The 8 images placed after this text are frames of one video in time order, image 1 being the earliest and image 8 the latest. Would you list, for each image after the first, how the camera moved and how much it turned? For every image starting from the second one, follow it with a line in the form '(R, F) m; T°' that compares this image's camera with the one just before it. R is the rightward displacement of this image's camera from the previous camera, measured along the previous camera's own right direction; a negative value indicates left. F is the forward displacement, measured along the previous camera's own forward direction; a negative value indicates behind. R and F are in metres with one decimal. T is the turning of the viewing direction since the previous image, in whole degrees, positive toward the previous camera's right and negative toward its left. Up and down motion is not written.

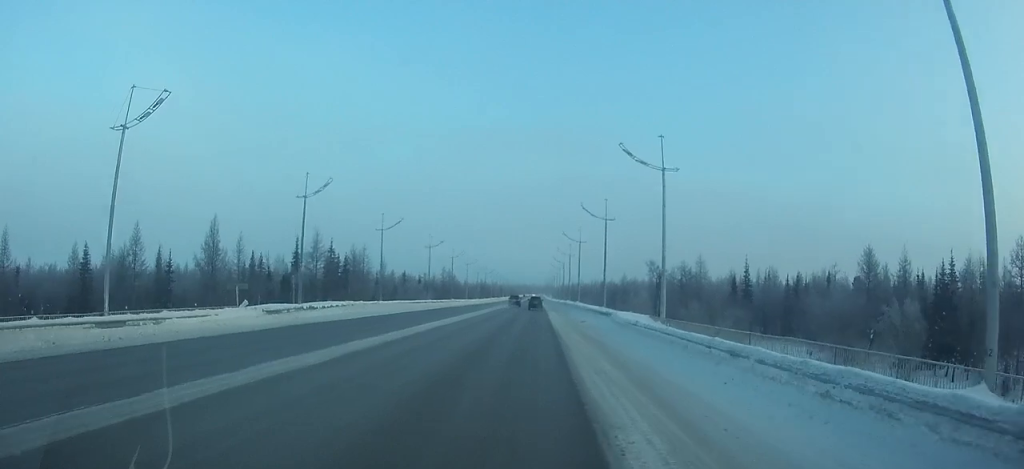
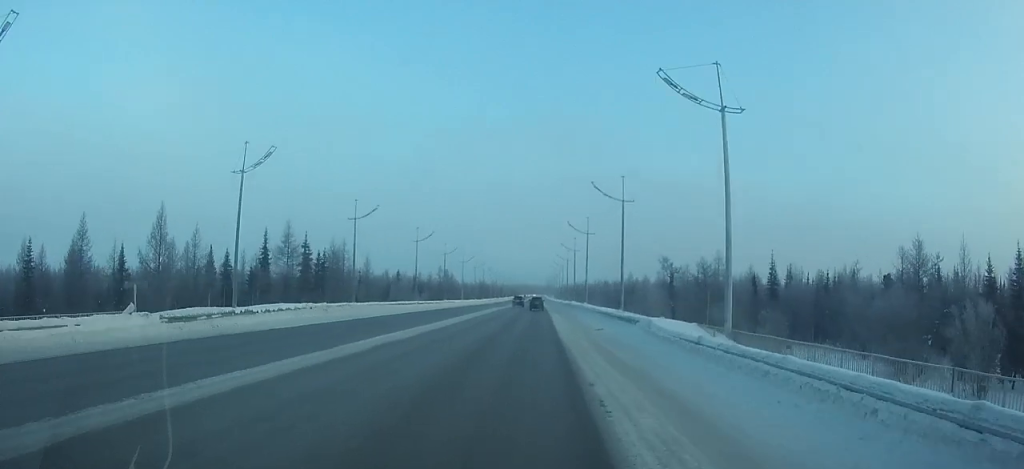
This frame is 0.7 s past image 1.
(0.0, +11.3) m; 0°
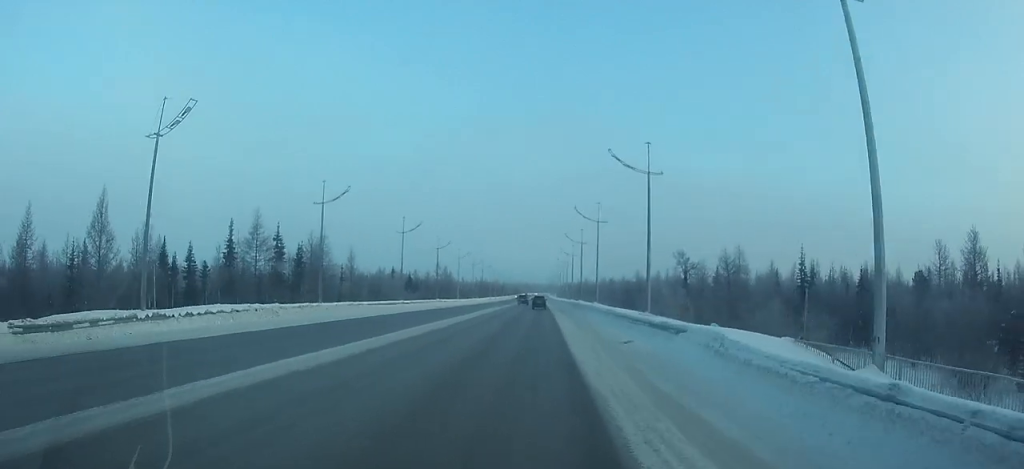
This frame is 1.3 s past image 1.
(0.0, +10.2) m; 0°
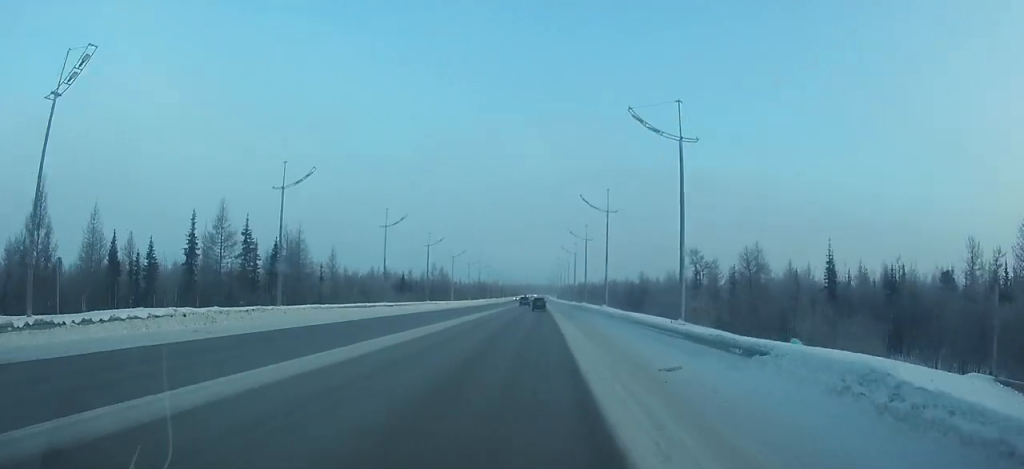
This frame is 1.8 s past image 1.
(0.0, +8.5) m; 0°
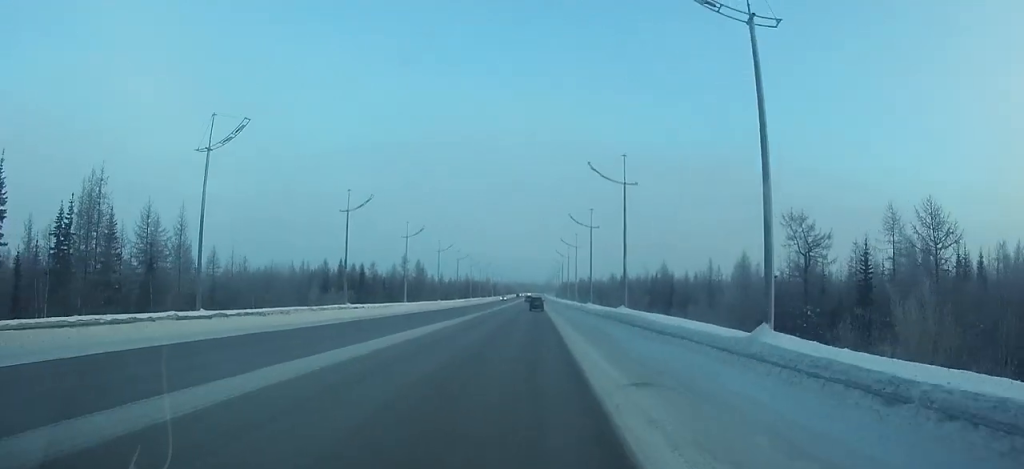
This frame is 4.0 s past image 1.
(+0.2, +37.6) m; 0°
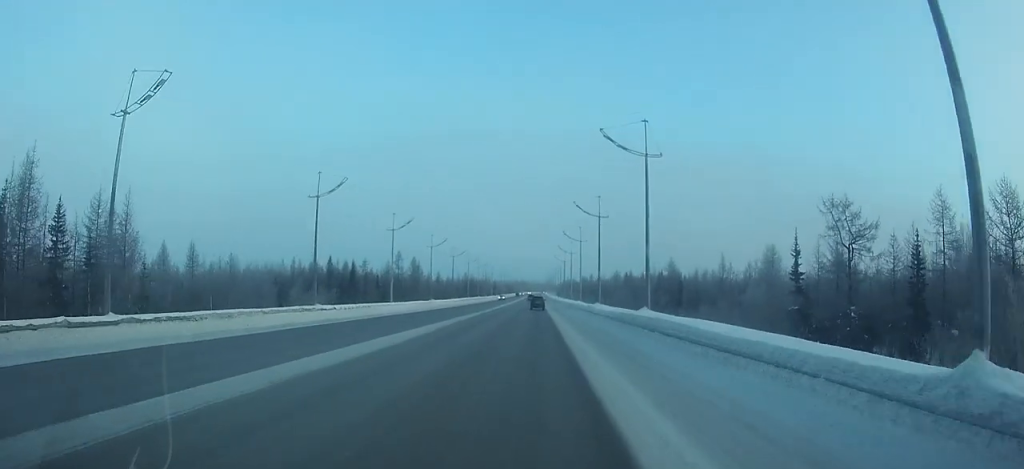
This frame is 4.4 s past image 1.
(0.0, +8.0) m; 0°
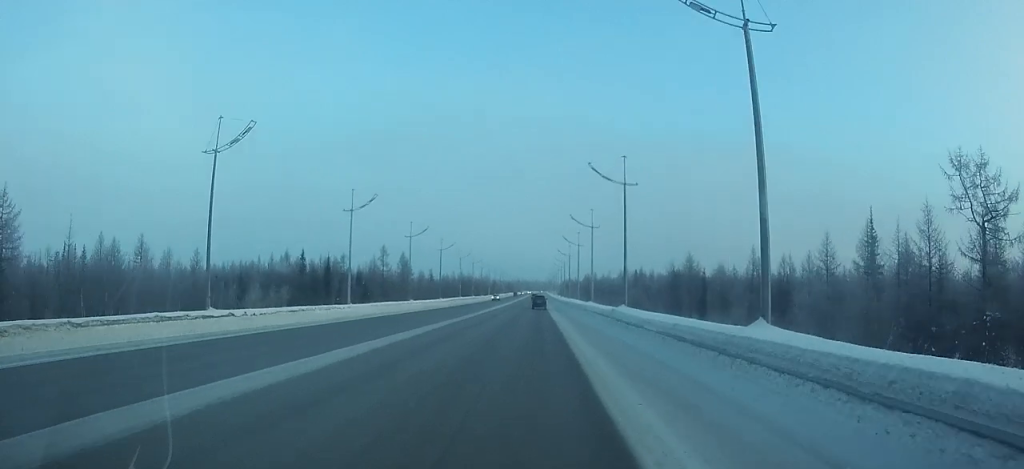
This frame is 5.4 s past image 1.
(0.0, +16.5) m; 0°
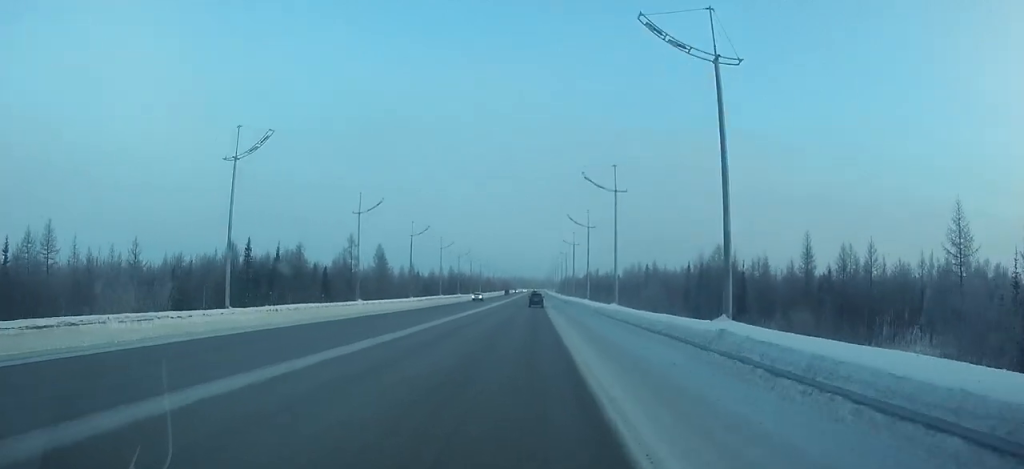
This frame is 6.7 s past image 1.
(0.0, +22.3) m; 0°
